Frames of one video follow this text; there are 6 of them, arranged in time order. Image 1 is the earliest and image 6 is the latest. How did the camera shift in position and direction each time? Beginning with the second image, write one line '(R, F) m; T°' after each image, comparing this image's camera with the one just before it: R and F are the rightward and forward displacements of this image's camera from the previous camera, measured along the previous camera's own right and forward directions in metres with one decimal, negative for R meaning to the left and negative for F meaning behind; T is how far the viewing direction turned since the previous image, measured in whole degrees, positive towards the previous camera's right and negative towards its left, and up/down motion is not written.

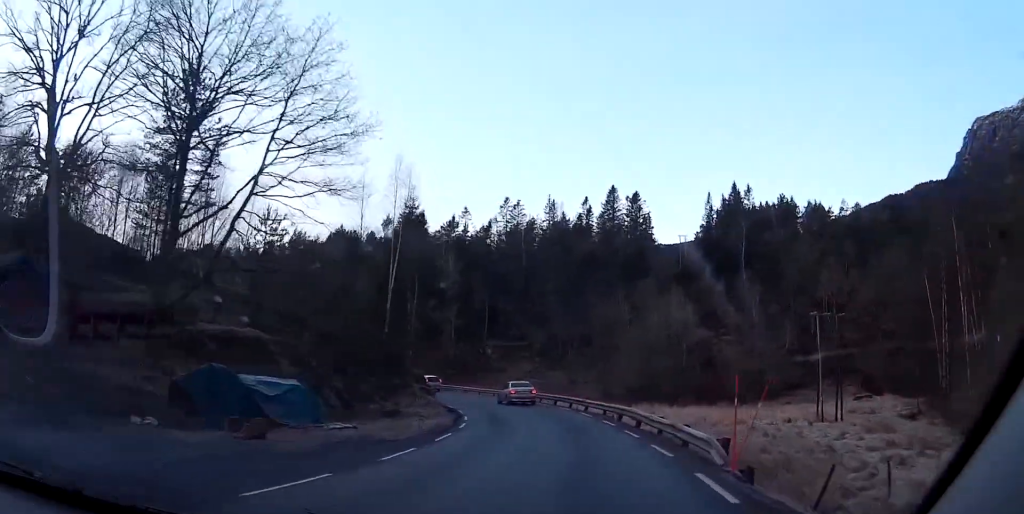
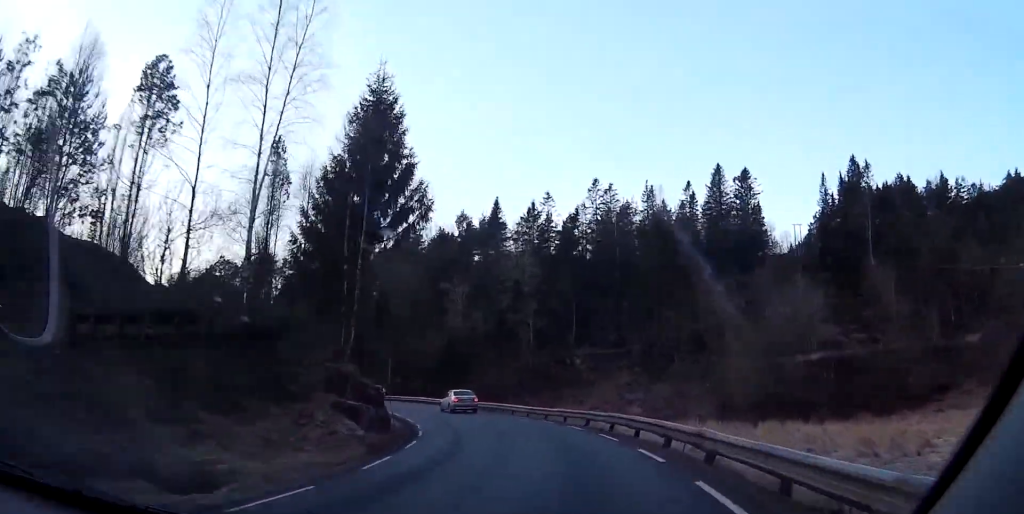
(-0.9, +24.5) m; -6°
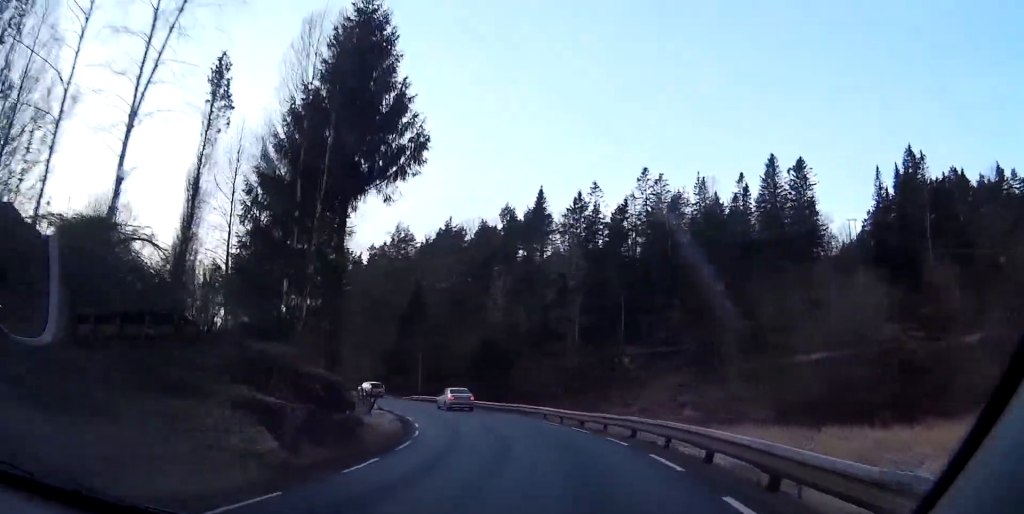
(0.0, +7.5) m; -3°
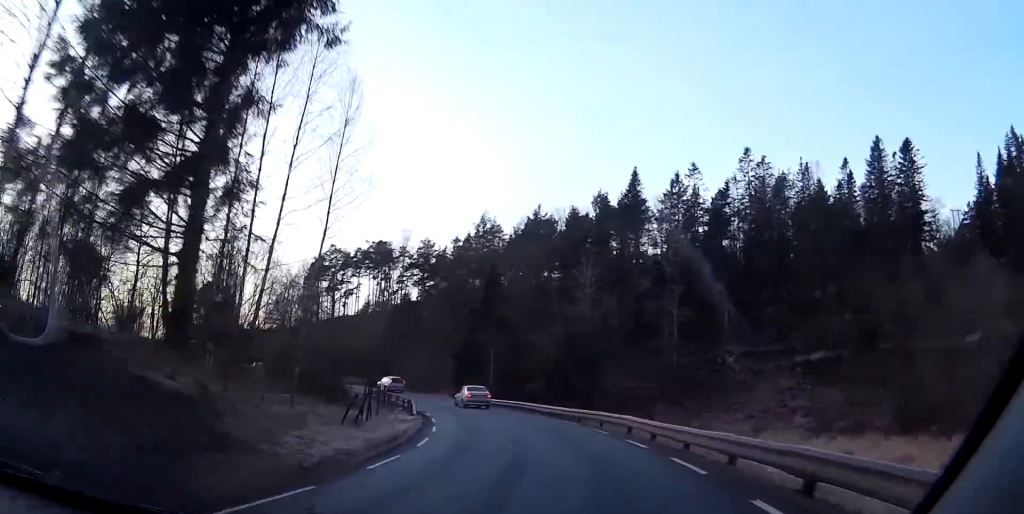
(-0.7, +11.9) m; -5°
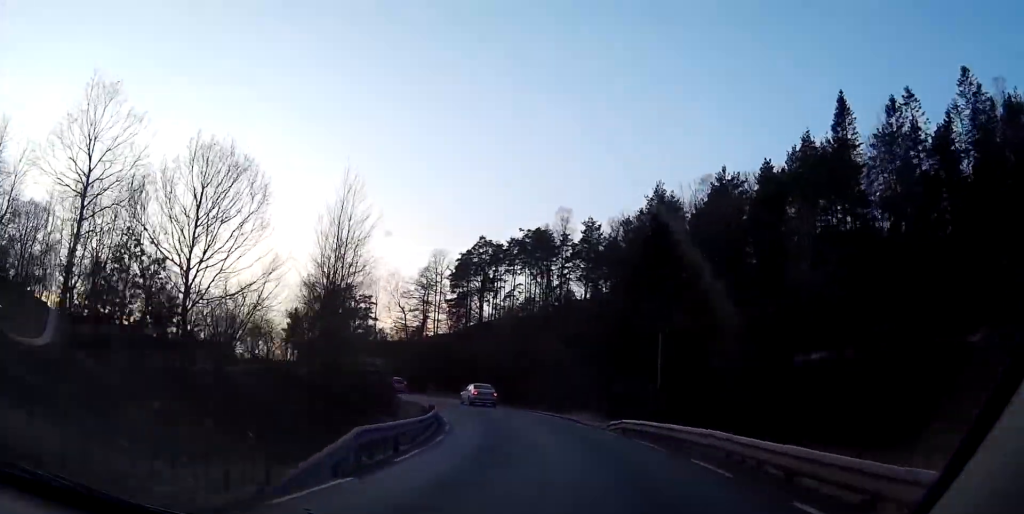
(-4.7, +28.3) m; -20°
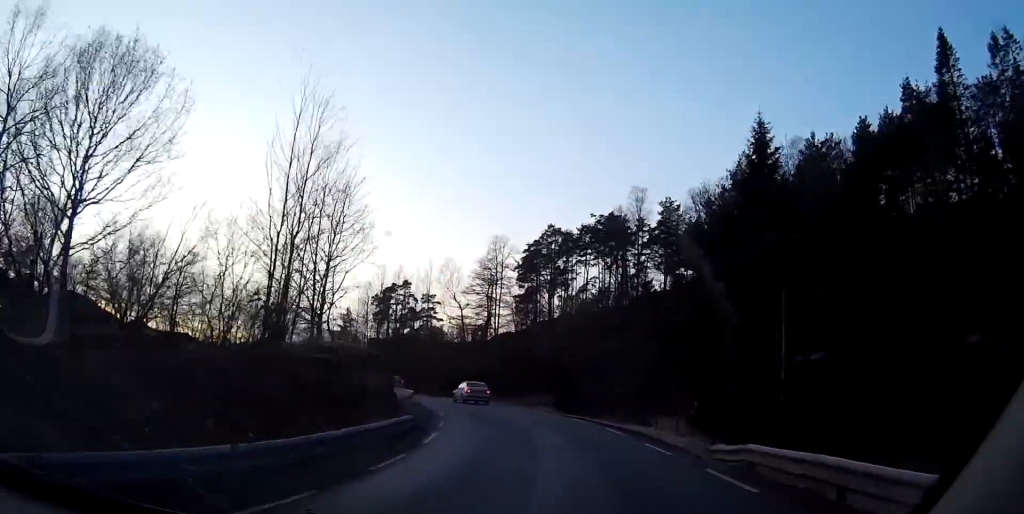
(-1.0, +13.3) m; -7°
